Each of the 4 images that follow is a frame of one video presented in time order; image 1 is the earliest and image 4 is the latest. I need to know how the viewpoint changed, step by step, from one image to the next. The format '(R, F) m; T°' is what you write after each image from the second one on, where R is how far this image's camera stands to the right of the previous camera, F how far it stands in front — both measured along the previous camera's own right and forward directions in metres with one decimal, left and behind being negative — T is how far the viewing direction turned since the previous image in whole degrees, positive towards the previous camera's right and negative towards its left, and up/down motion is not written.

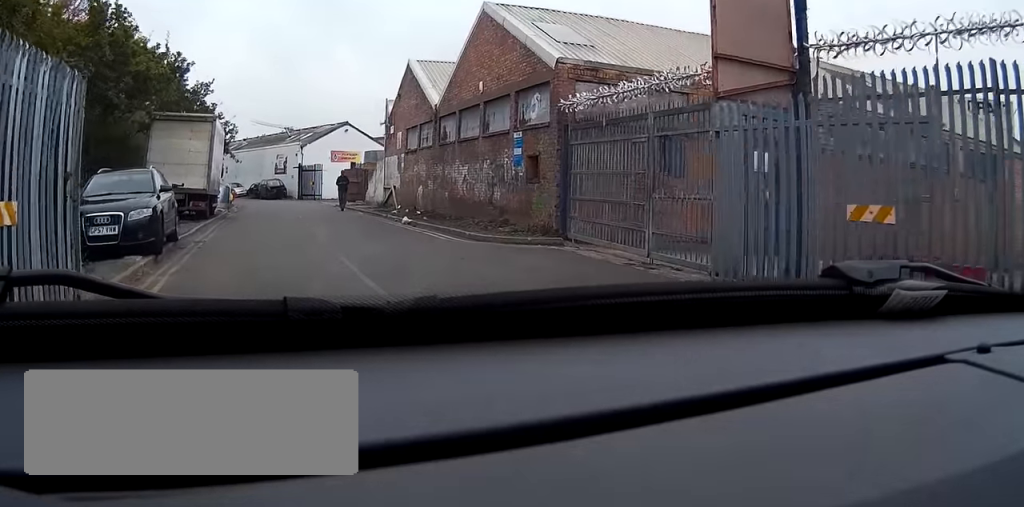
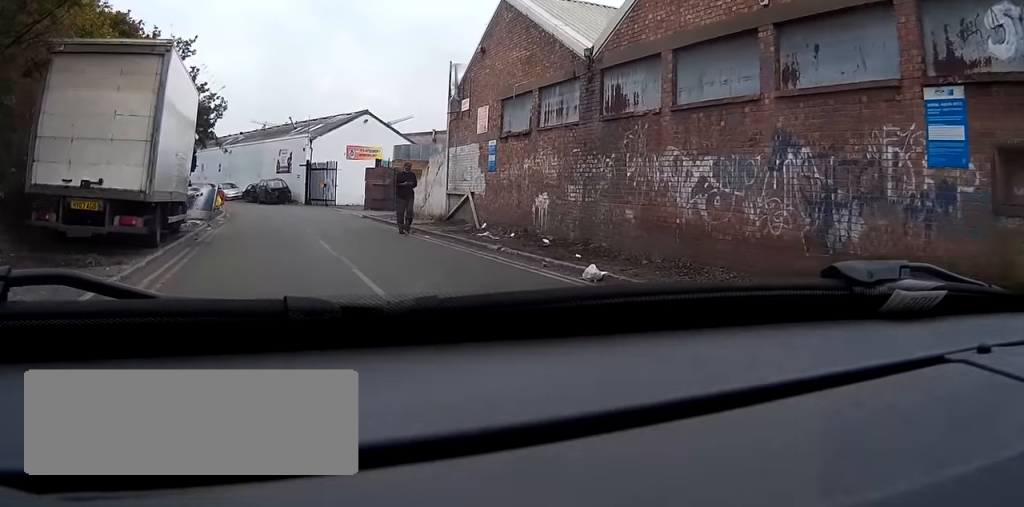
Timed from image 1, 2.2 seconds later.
(-0.1, +12.4) m; +1°
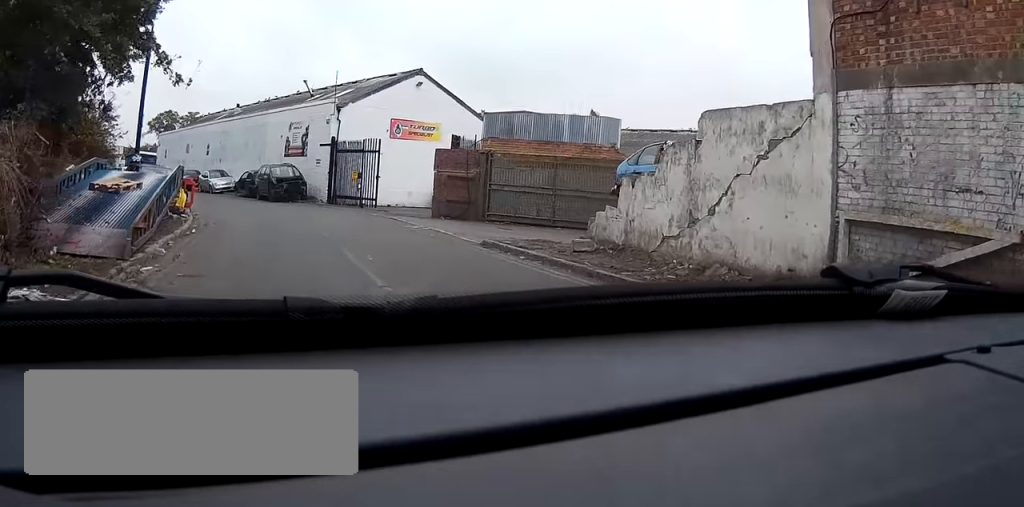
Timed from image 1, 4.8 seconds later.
(+0.3, +17.6) m; +1°
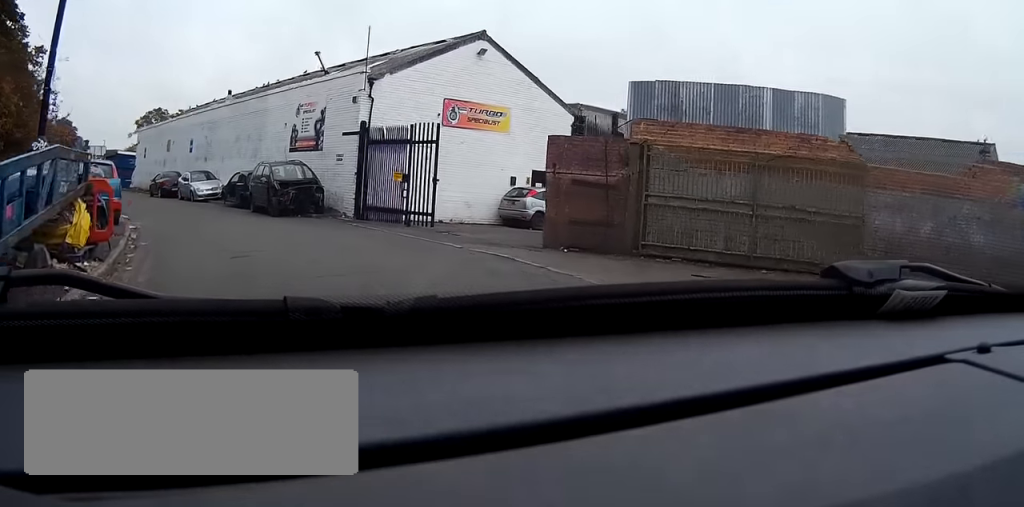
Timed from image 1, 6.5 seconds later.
(0.0, +11.4) m; 0°
